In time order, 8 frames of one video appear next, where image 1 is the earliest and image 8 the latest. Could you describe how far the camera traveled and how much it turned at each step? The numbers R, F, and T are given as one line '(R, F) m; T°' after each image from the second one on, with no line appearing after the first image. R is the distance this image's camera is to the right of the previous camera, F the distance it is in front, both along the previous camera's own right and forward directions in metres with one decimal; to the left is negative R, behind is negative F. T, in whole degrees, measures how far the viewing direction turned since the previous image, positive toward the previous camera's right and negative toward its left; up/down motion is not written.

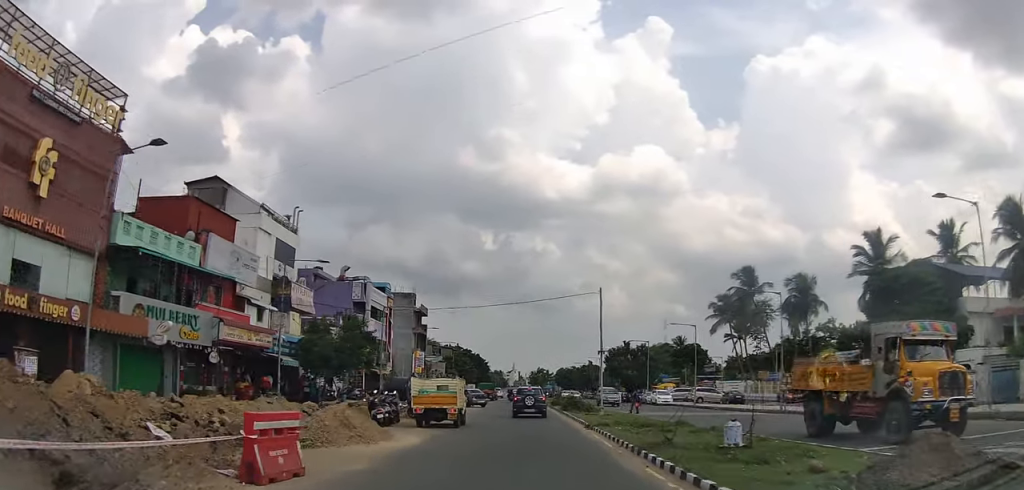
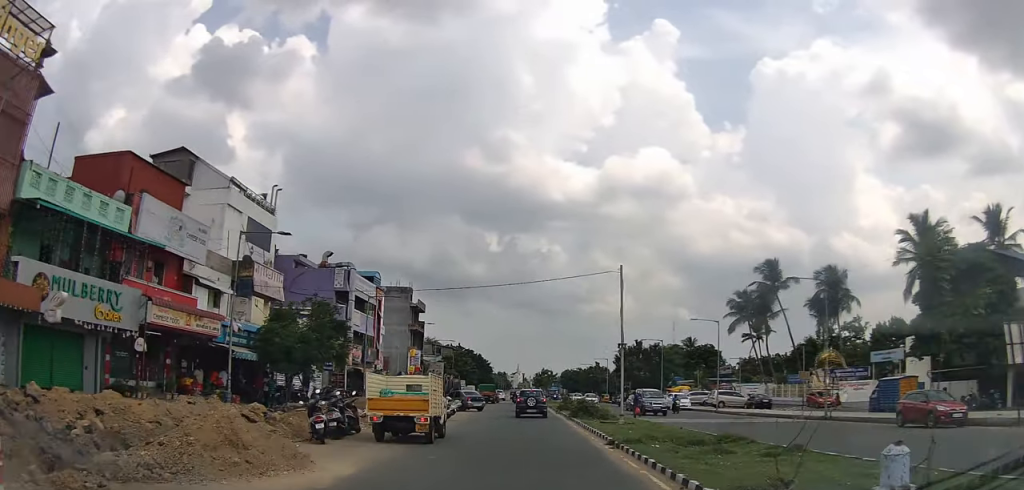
(-0.1, +5.0) m; -1°
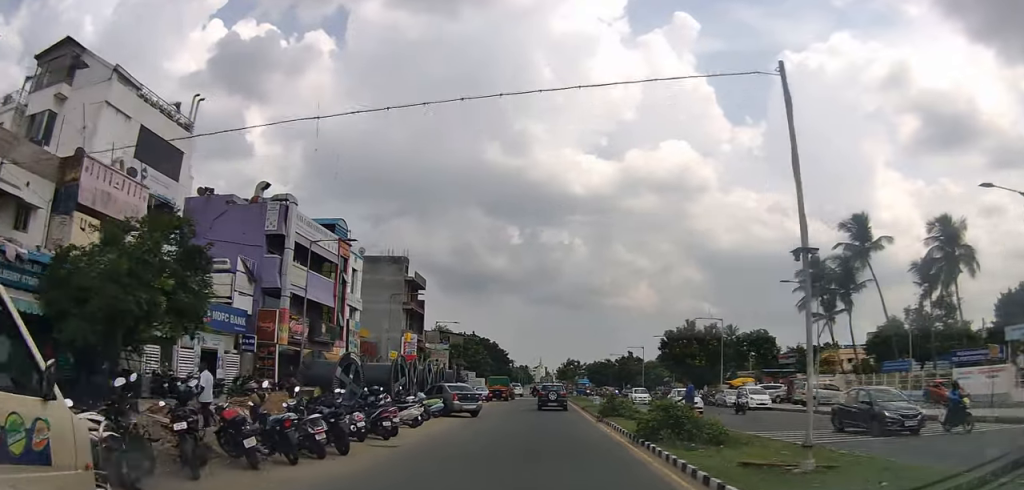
(-0.3, +15.8) m; -2°
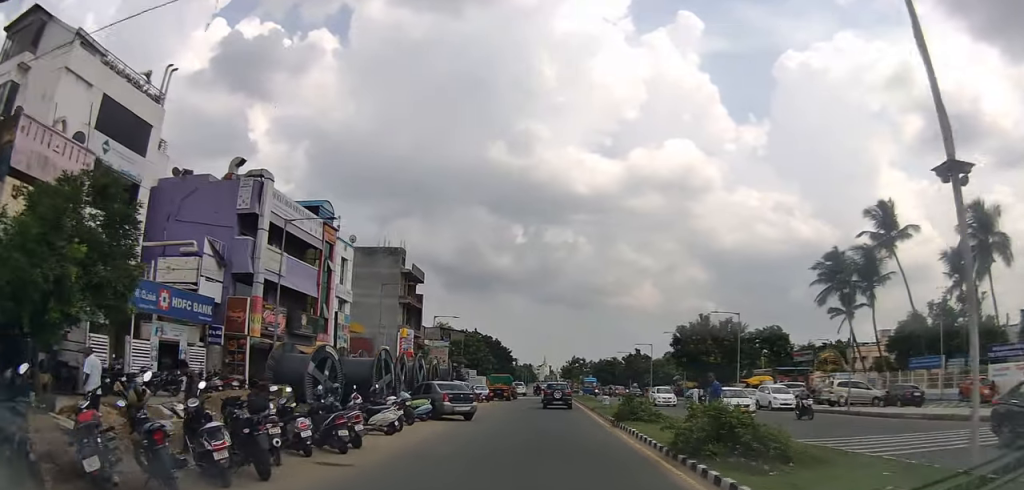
(0.0, +4.5) m; 0°
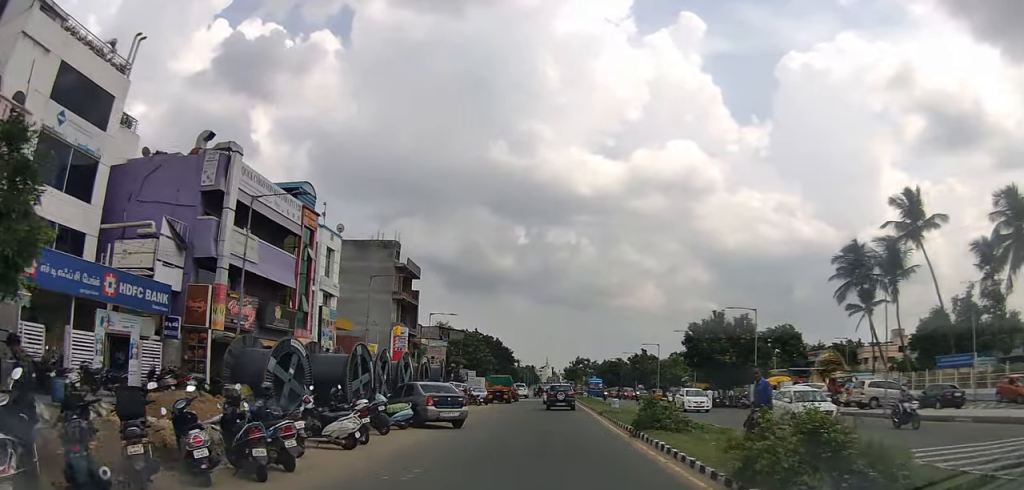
(0.0, +4.3) m; 0°
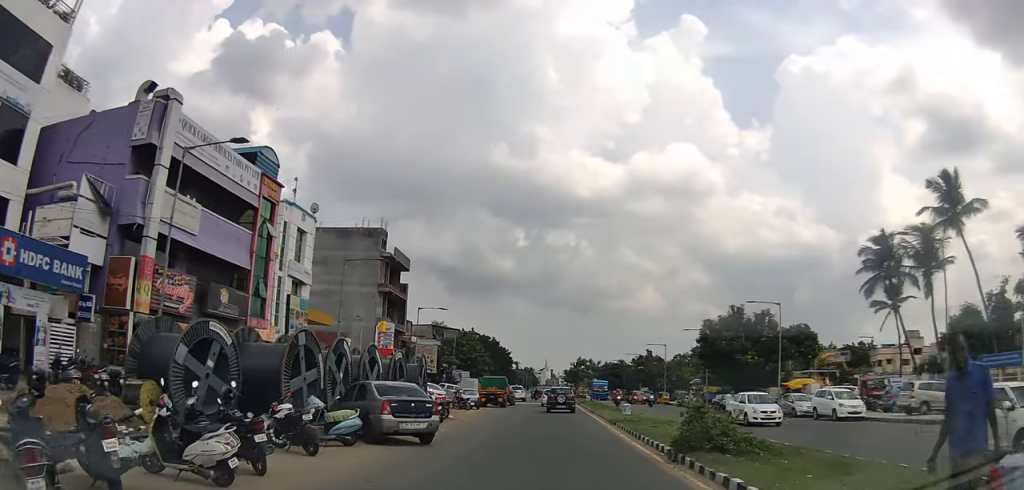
(0.0, +6.2) m; 0°
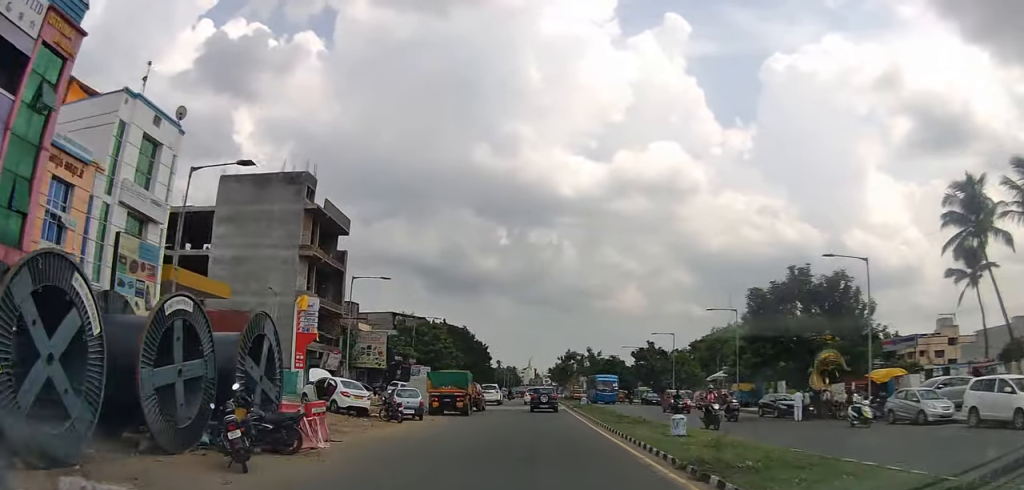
(-0.2, +18.5) m; -1°
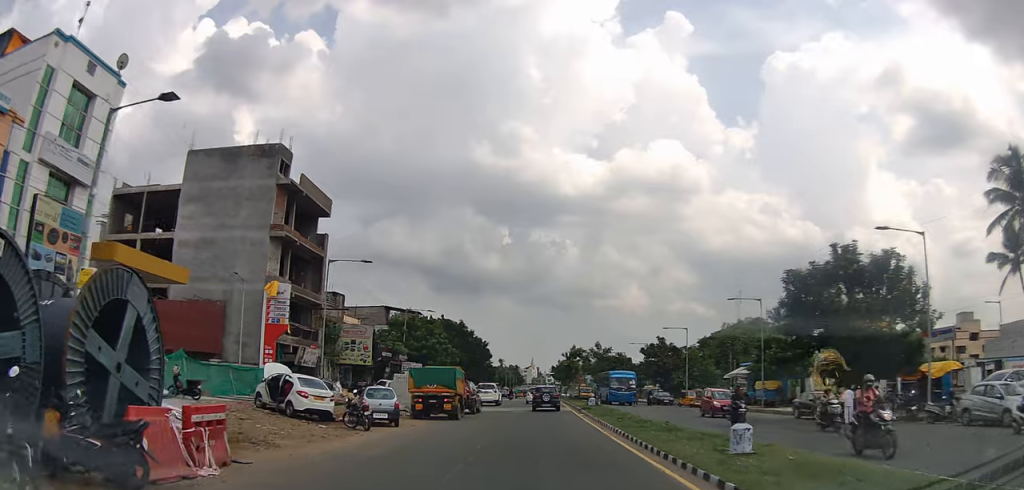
(0.0, +6.5) m; 0°
